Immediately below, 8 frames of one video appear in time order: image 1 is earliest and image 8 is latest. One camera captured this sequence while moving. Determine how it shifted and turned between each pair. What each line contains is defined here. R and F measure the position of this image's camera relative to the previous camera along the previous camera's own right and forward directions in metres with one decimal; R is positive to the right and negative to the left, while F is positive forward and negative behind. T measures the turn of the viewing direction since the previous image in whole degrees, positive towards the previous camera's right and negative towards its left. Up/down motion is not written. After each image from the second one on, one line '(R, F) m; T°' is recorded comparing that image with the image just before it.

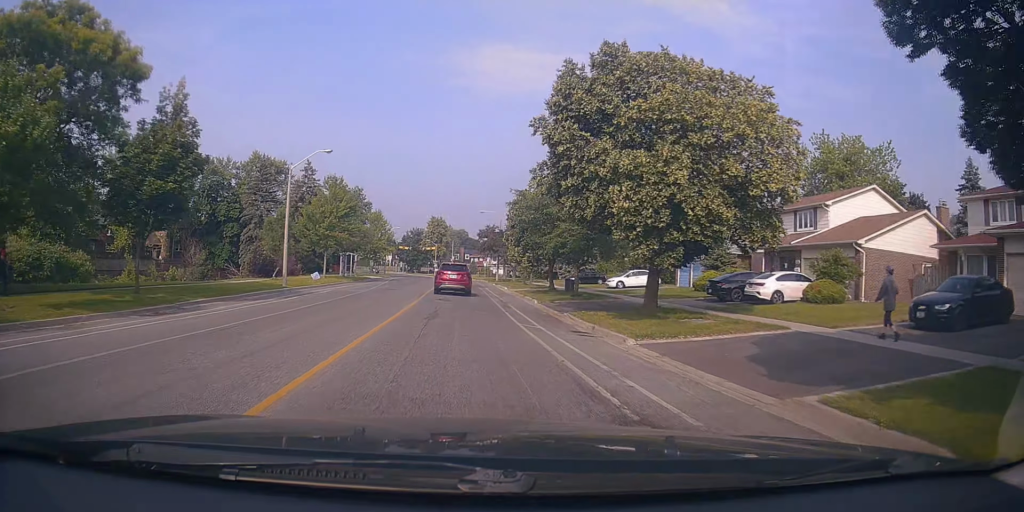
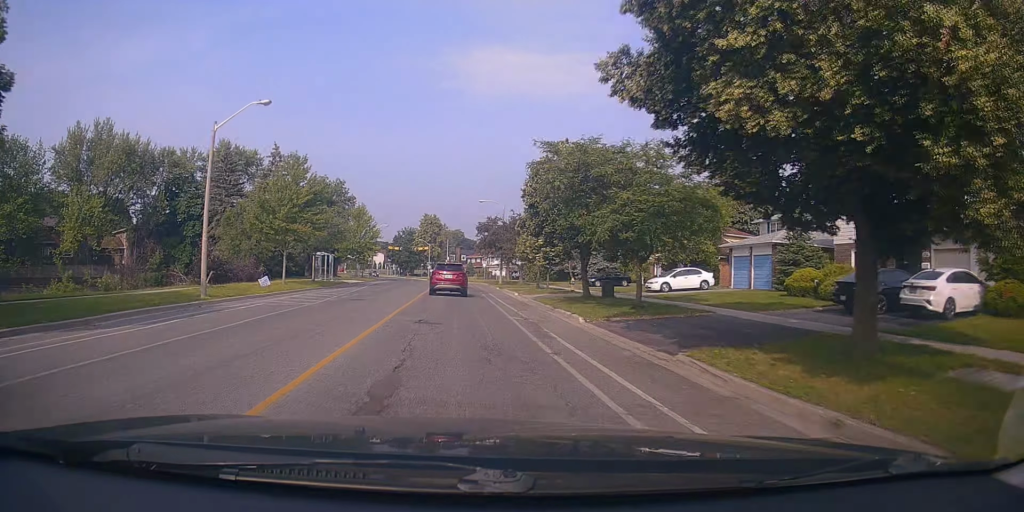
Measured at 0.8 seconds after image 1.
(+0.2, +10.7) m; 0°
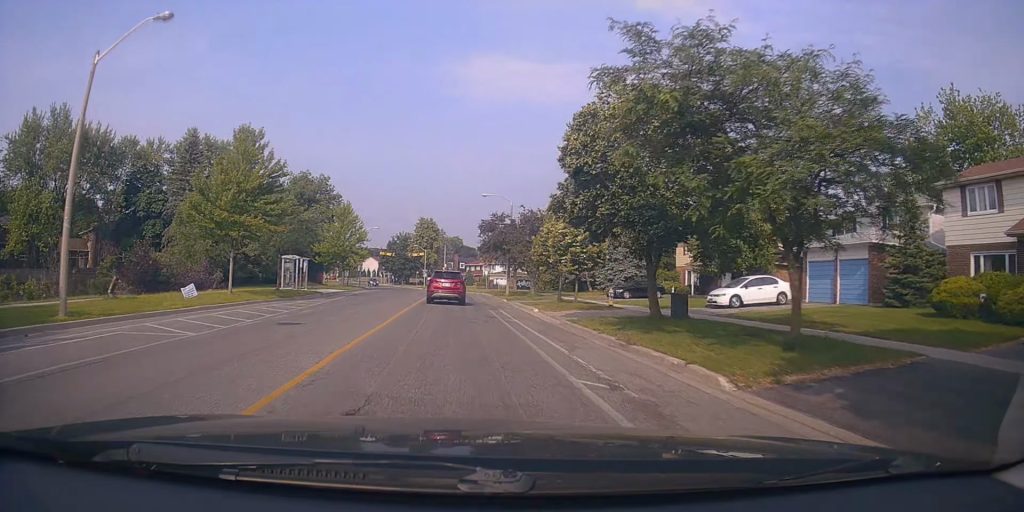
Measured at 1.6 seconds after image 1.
(-0.3, +9.4) m; 0°
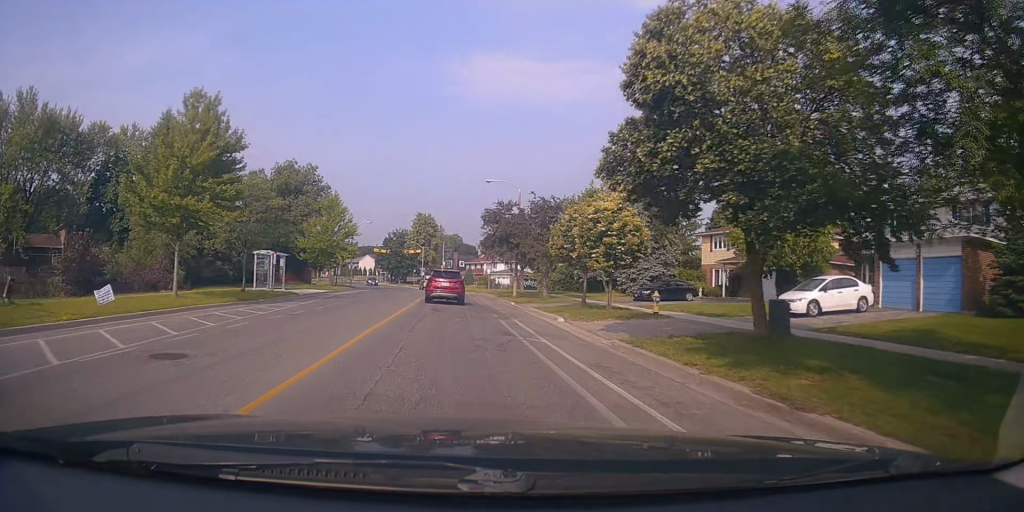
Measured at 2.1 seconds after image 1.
(+0.2, +6.3) m; +1°
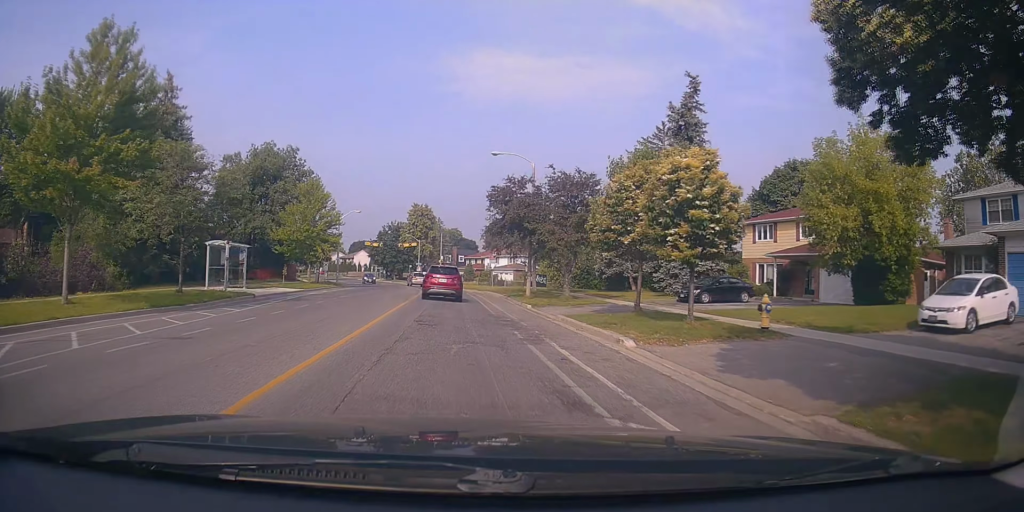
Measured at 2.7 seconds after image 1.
(+0.1, +7.9) m; +1°
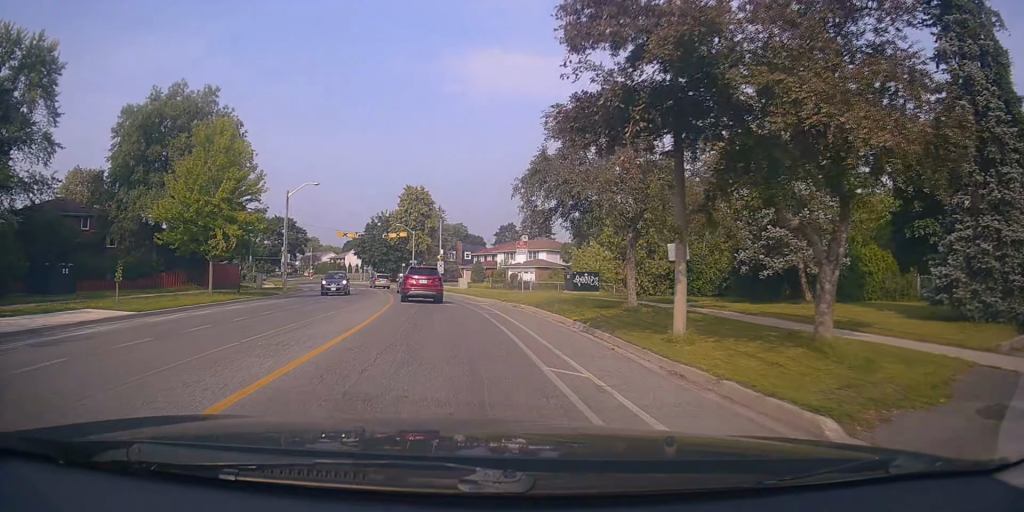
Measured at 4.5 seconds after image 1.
(-0.2, +21.6) m; 0°
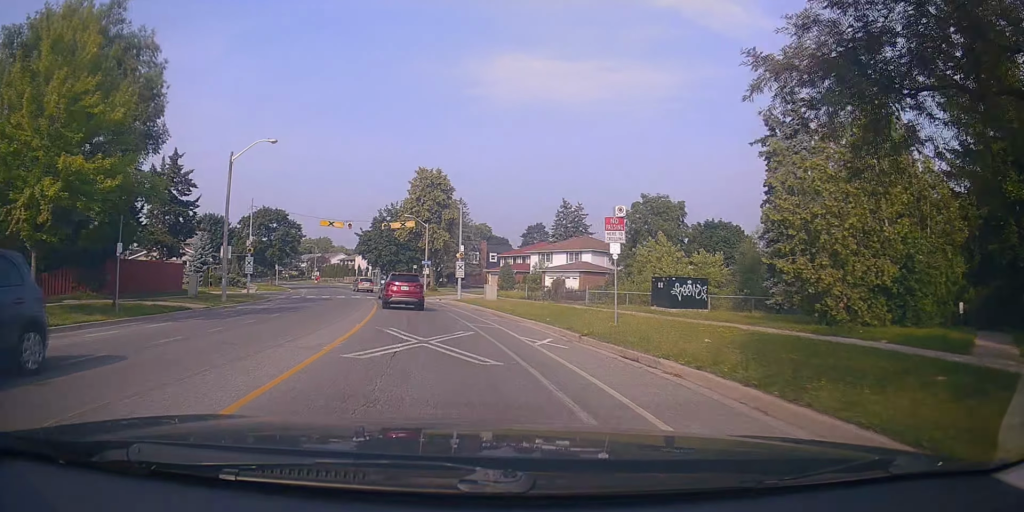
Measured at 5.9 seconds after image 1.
(-0.4, +15.6) m; -3°
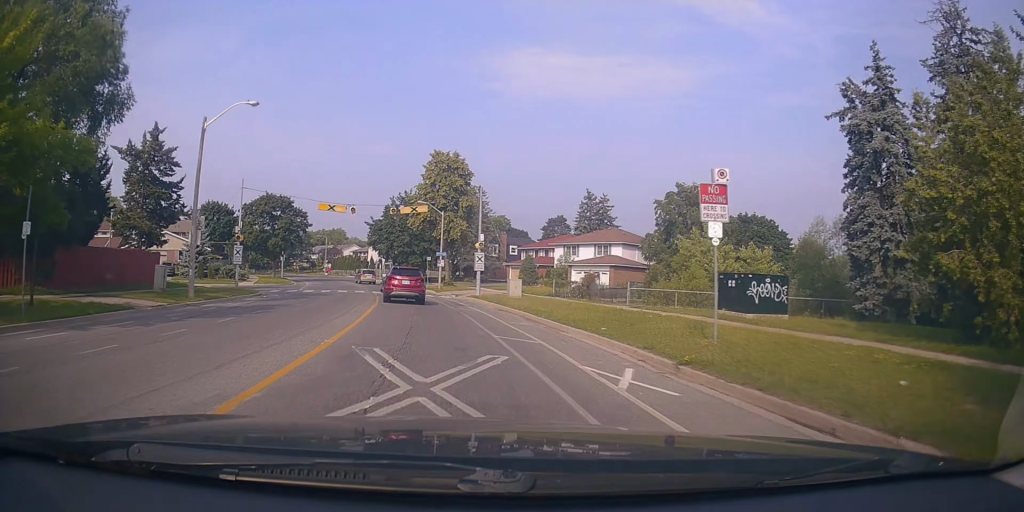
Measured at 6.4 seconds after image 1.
(-0.3, +5.6) m; 0°
